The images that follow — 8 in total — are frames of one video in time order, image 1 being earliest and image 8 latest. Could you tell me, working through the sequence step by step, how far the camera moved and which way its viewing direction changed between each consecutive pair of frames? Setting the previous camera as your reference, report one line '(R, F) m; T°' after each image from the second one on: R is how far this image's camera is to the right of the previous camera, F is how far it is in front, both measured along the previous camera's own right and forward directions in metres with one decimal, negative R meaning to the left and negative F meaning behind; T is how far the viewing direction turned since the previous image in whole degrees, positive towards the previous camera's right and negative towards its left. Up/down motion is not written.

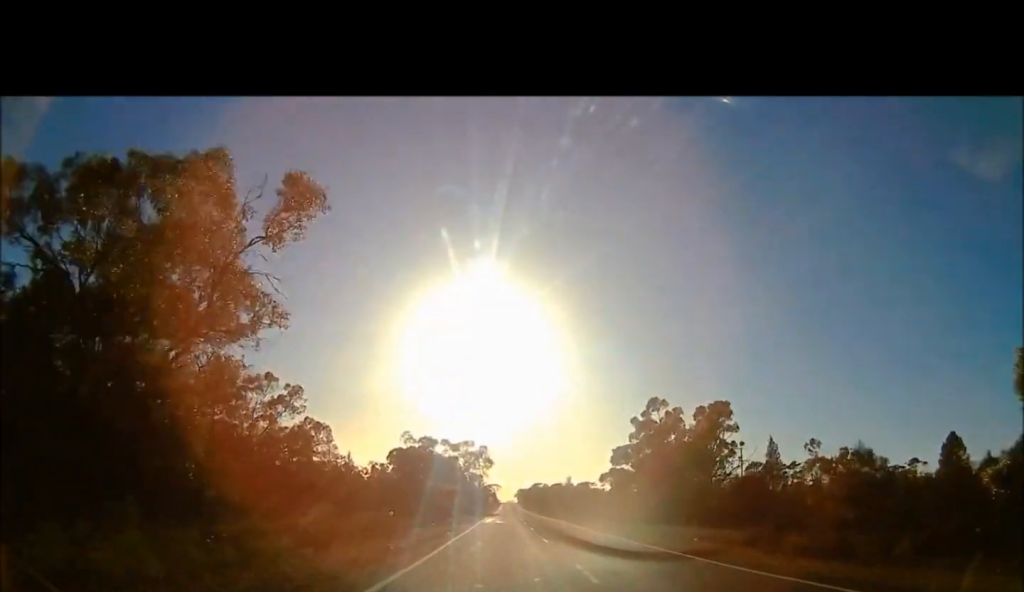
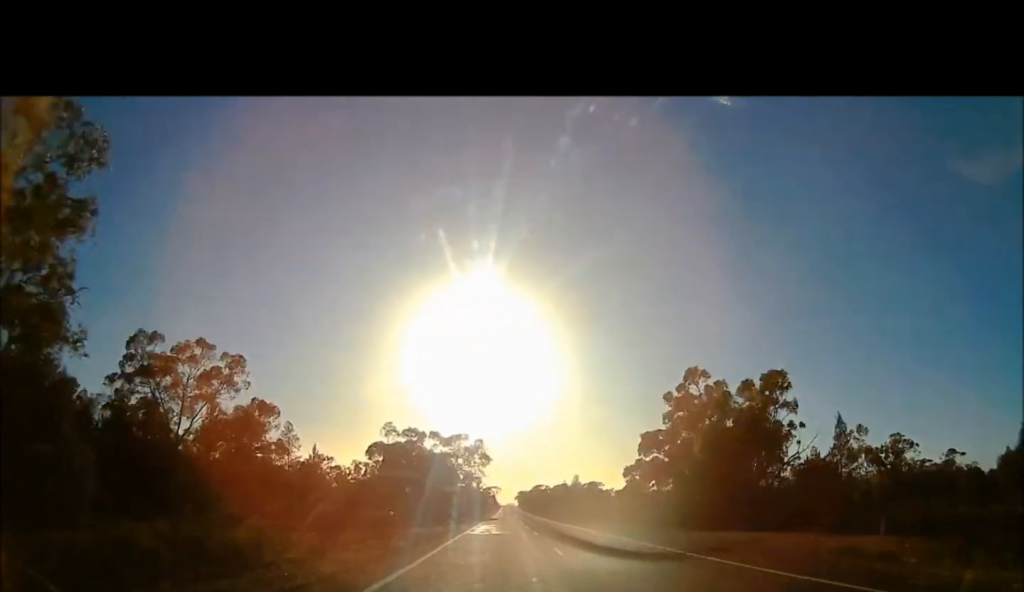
(-0.3, +21.2) m; 0°
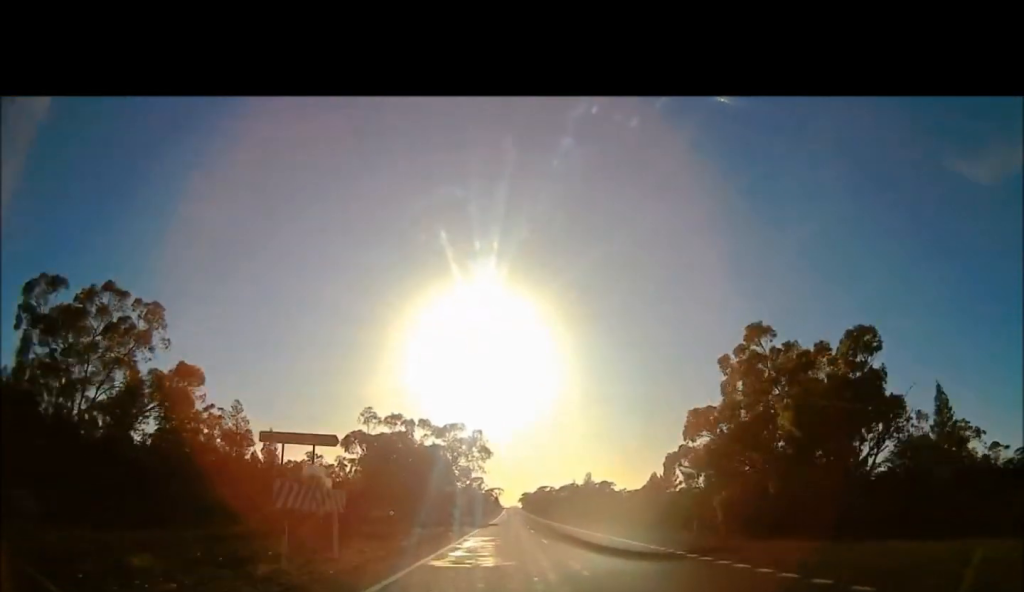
(+0.3, +19.3) m; +1°
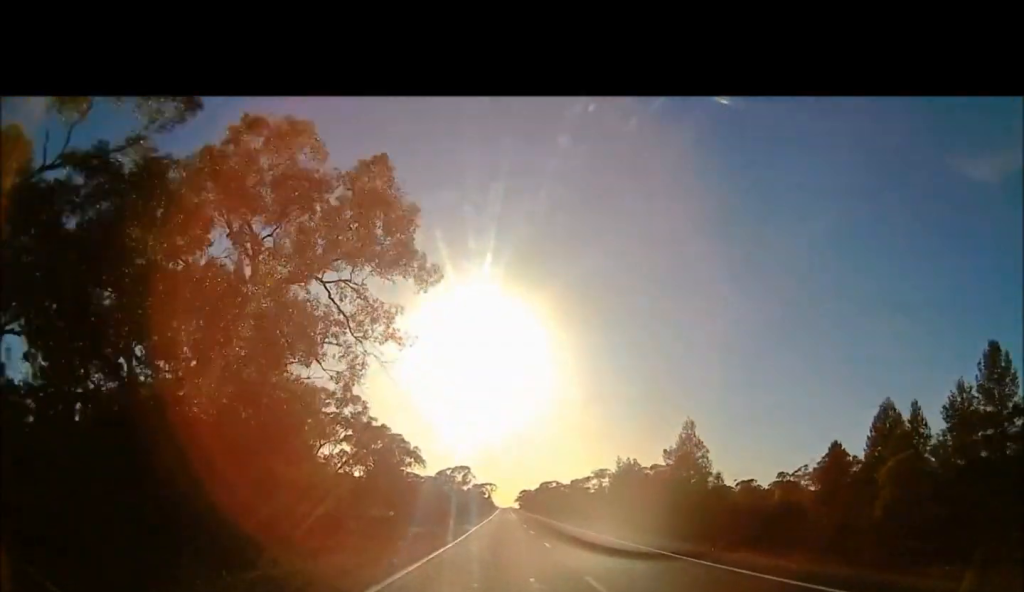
(+1.2, +82.3) m; +1°
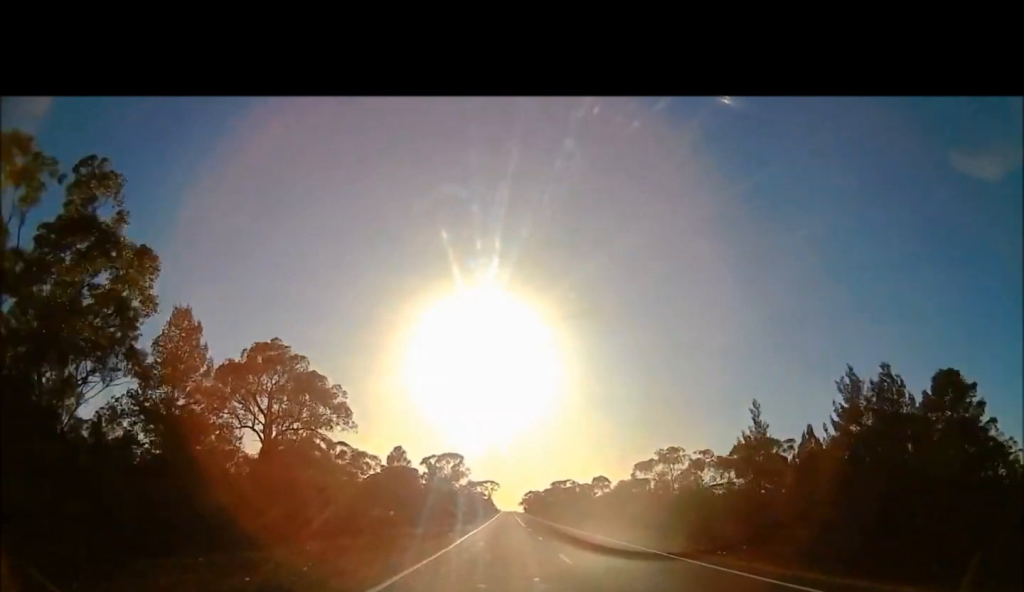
(+0.1, +53.7) m; 0°
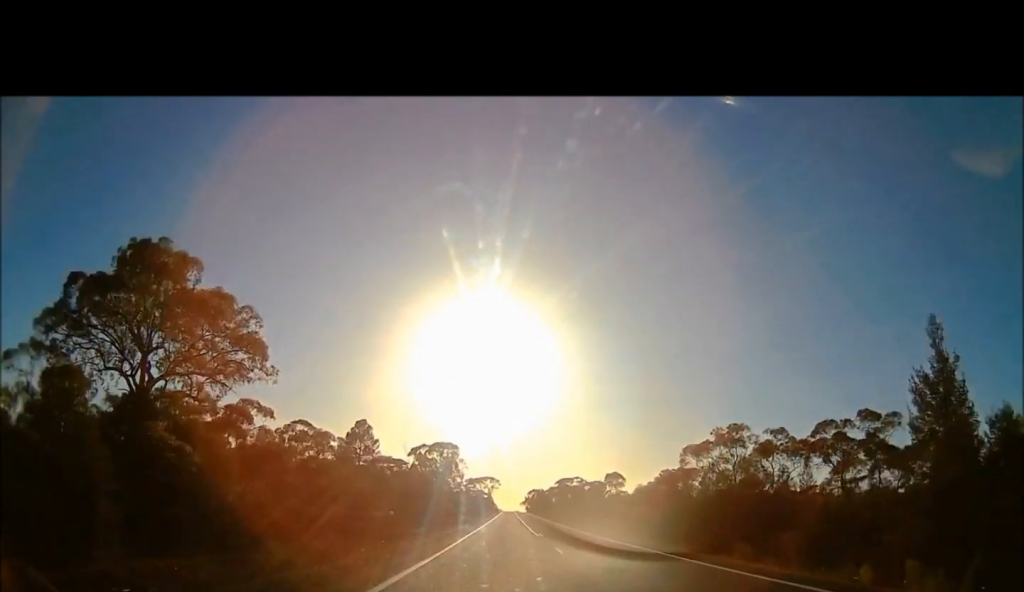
(-0.1, +20.9) m; 0°
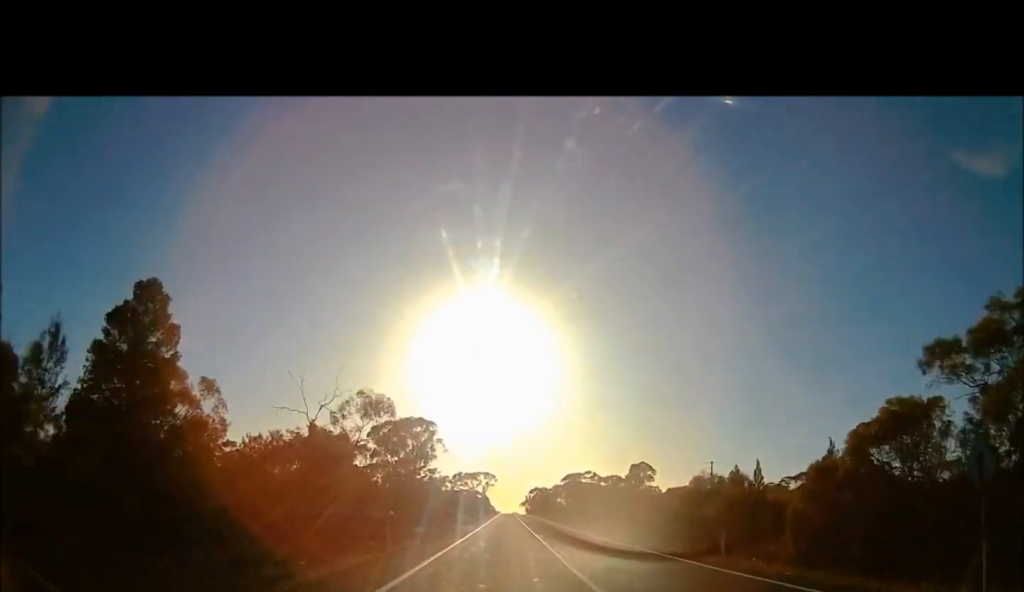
(0.0, +36.2) m; 0°
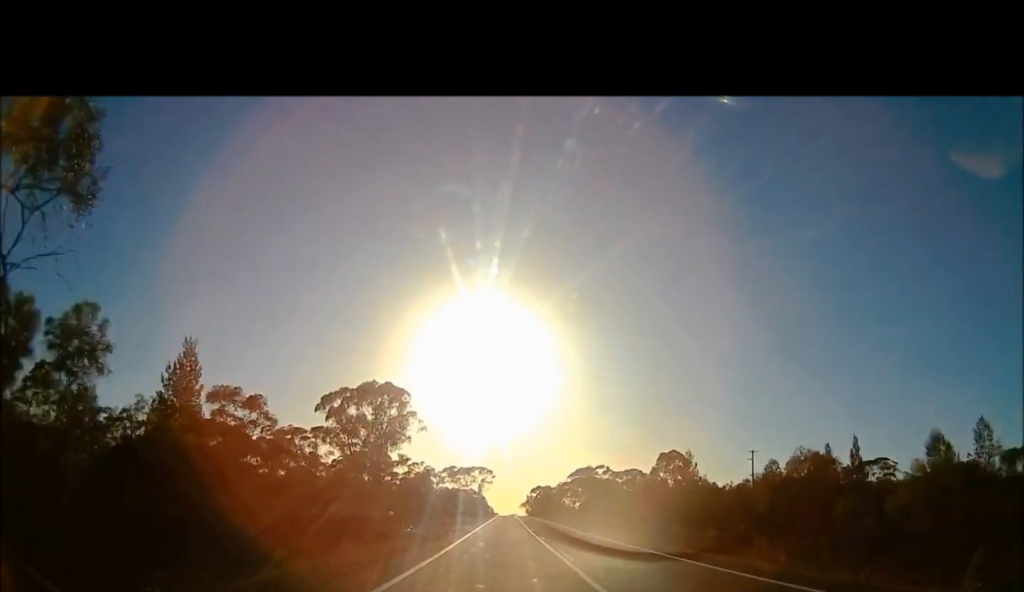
(+0.1, +25.1) m; 0°
